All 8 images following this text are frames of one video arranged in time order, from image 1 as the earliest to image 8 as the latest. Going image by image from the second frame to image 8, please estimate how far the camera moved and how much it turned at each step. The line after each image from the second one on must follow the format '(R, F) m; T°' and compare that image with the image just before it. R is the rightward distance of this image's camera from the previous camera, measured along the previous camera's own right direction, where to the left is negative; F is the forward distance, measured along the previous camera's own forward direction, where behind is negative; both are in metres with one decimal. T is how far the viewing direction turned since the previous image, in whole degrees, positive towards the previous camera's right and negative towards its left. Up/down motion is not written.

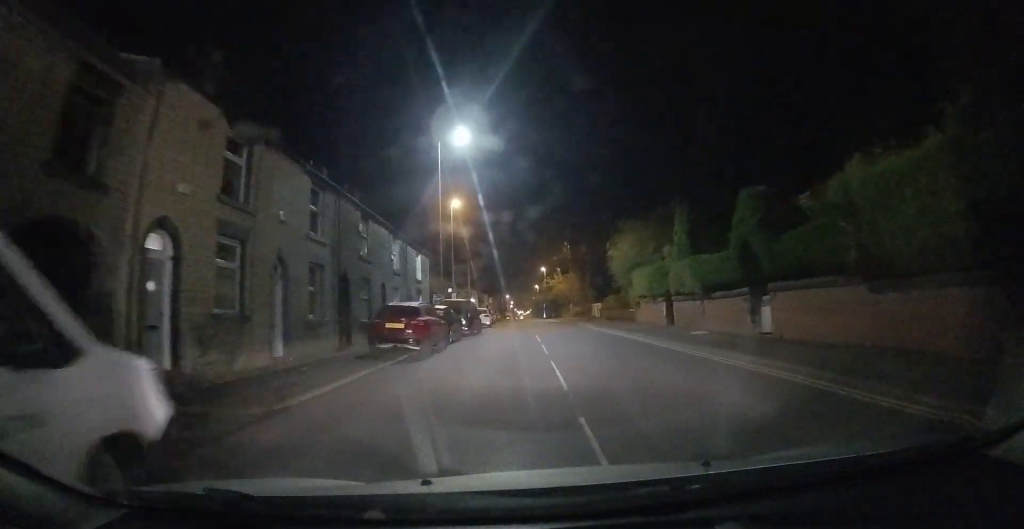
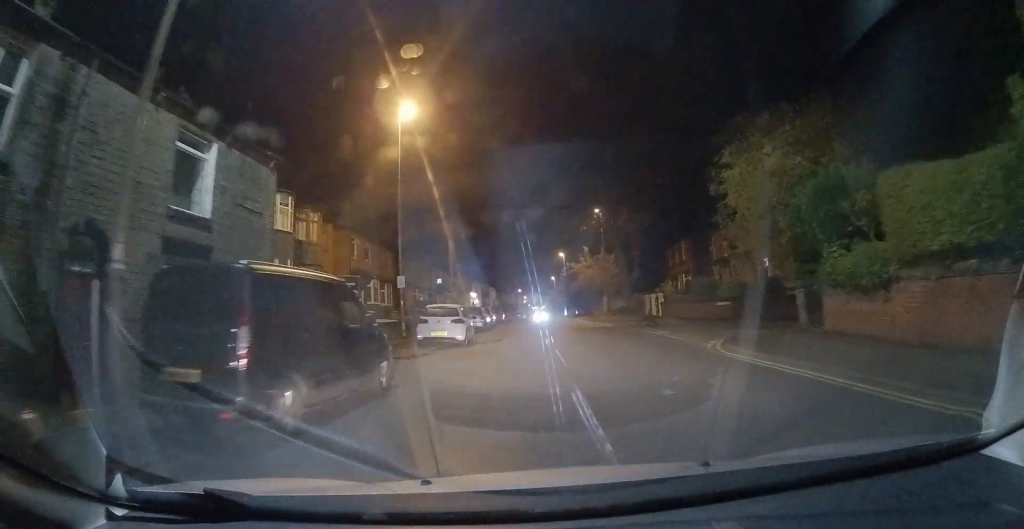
(-1.2, +21.6) m; -4°
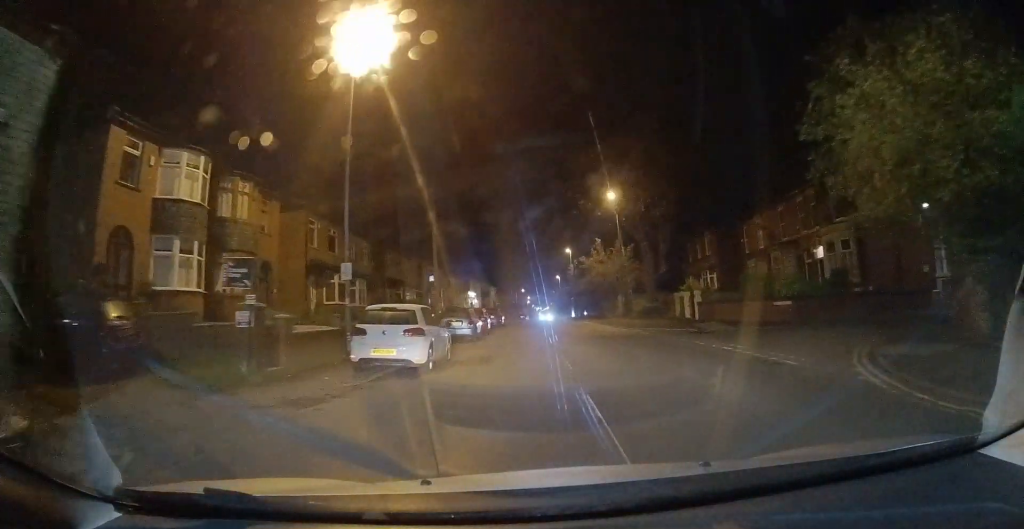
(+0.1, +7.4) m; 0°
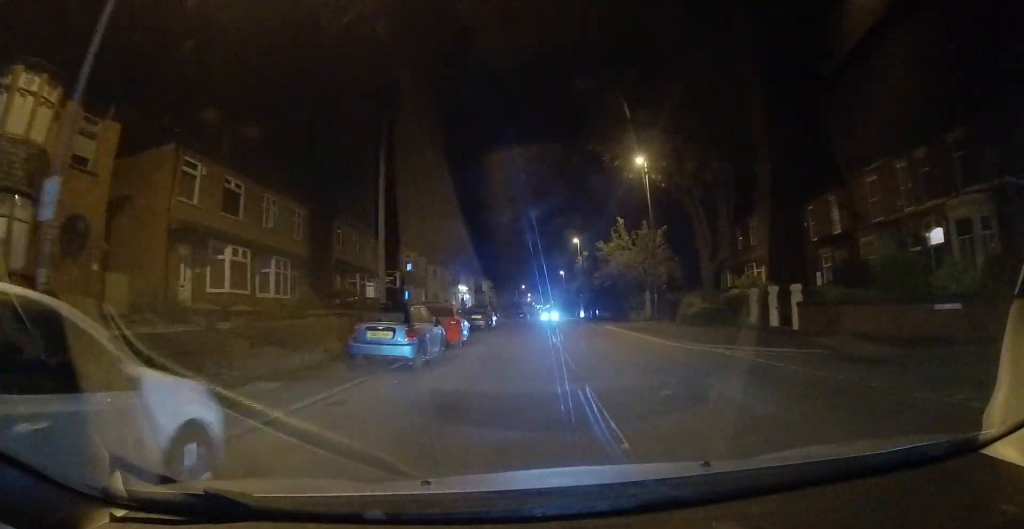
(-0.2, +11.2) m; -1°
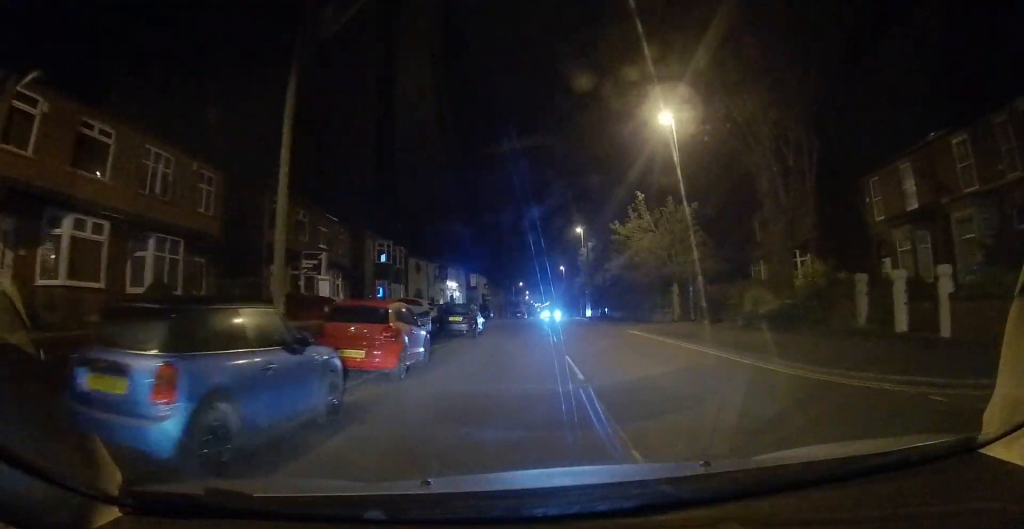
(0.0, +7.8) m; 0°
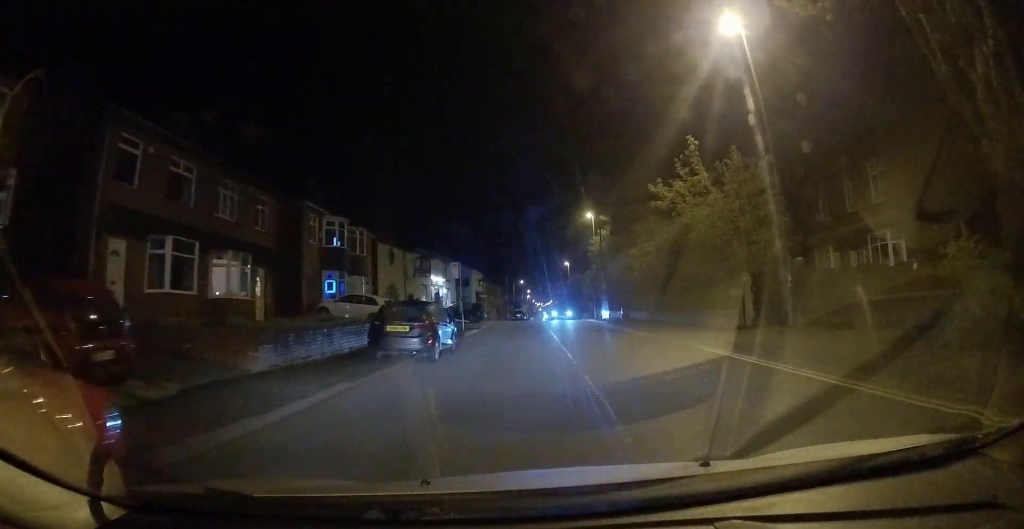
(0.0, +10.2) m; 0°
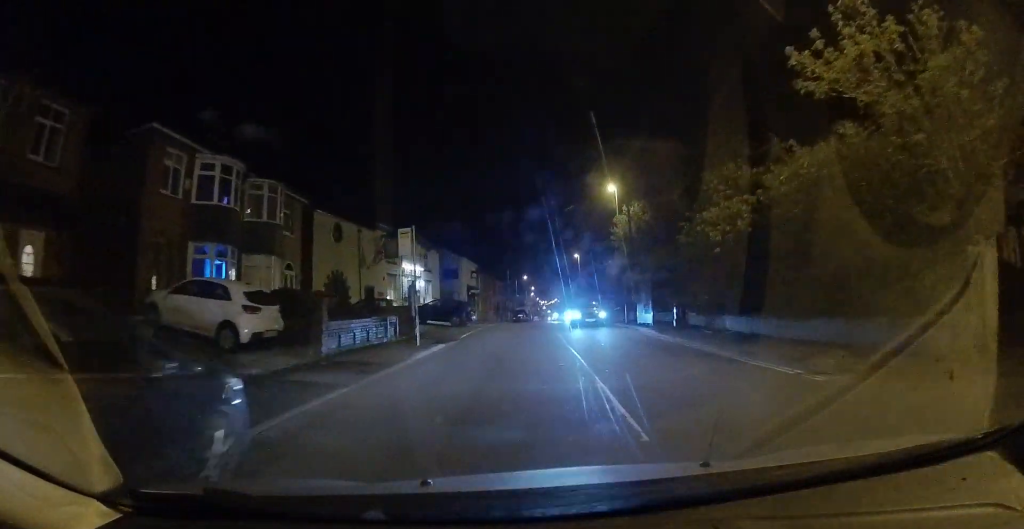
(+0.1, +12.4) m; +1°
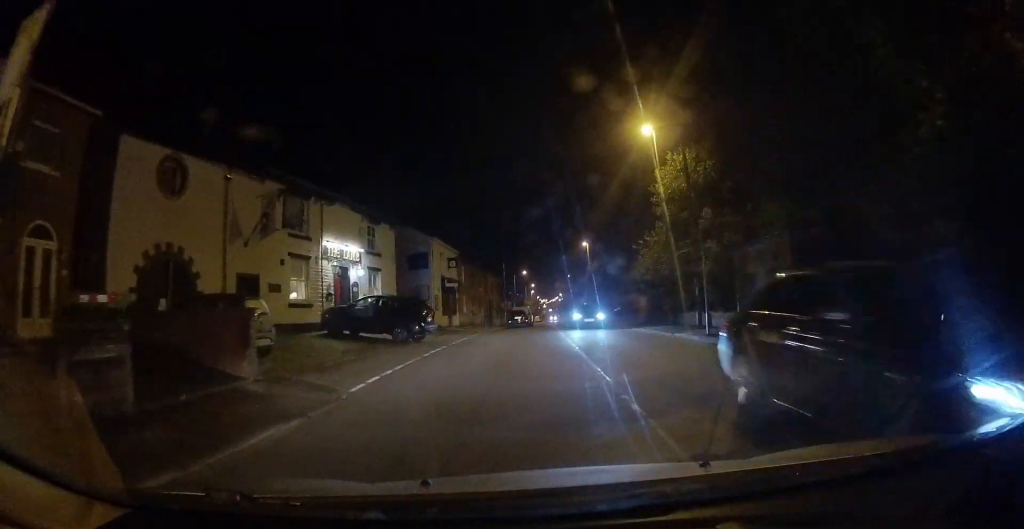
(0.0, +14.4) m; 0°
